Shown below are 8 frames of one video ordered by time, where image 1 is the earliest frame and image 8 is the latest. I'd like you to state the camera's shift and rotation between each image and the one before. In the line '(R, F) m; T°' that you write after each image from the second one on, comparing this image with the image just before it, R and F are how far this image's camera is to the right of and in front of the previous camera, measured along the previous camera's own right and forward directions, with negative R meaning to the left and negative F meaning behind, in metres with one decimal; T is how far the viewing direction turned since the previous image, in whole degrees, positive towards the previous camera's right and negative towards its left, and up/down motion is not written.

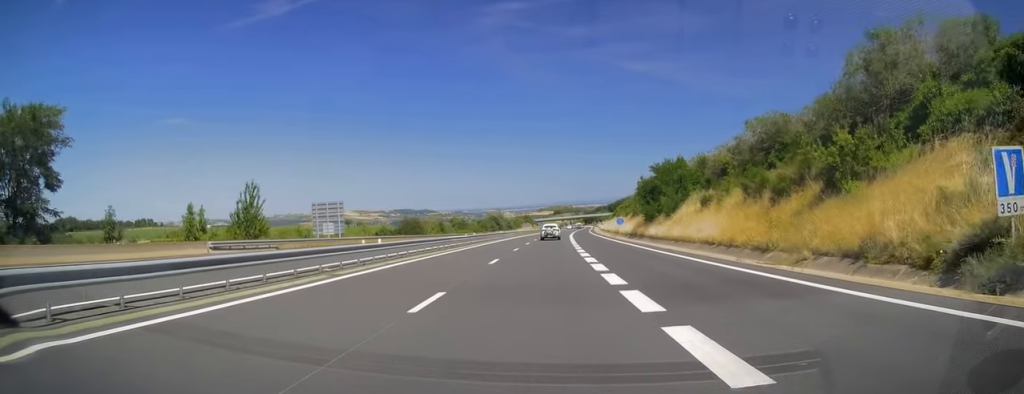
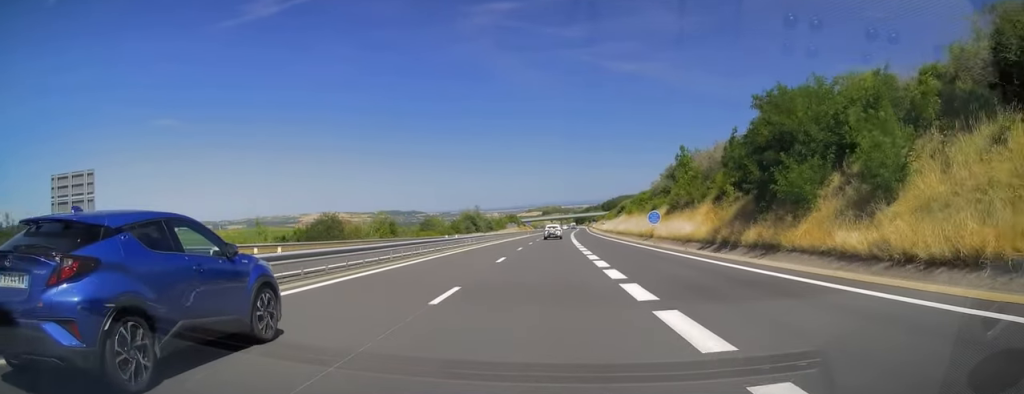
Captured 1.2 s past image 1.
(+0.3, +38.0) m; +1°
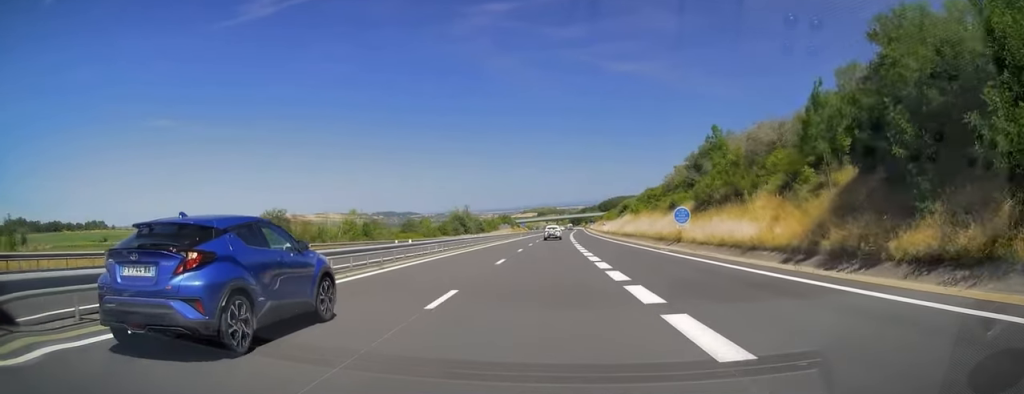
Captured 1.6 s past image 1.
(0.0, +13.6) m; 0°
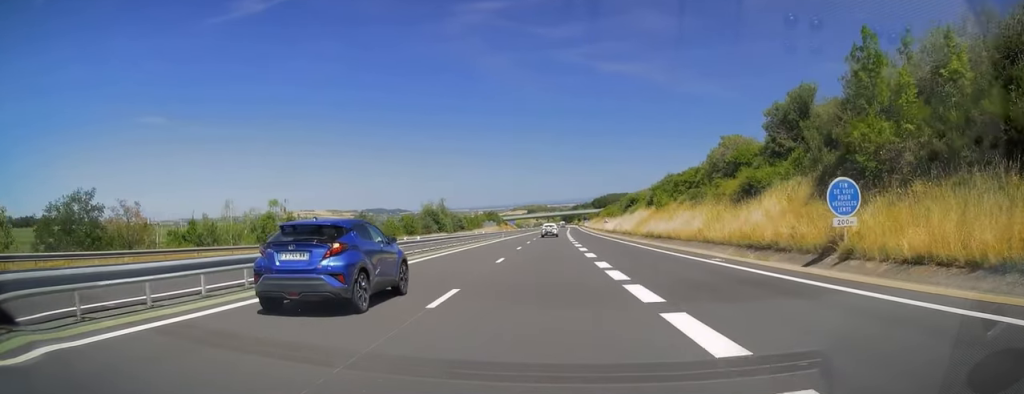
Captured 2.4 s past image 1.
(+0.2, +26.1) m; +1°
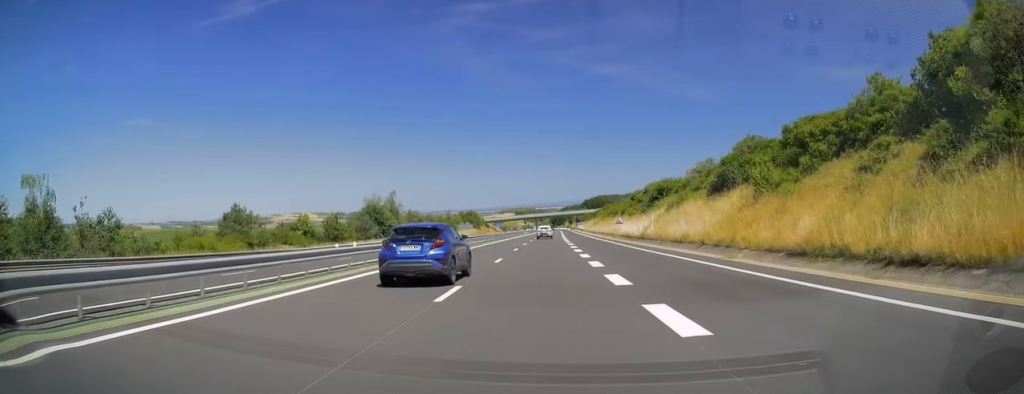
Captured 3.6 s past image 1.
(+0.5, +38.0) m; +1°
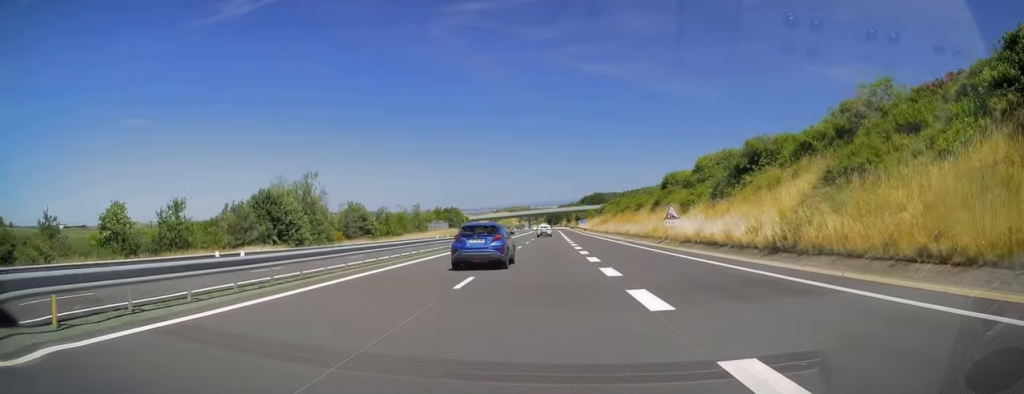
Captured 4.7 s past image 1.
(+0.2, +36.8) m; +1°
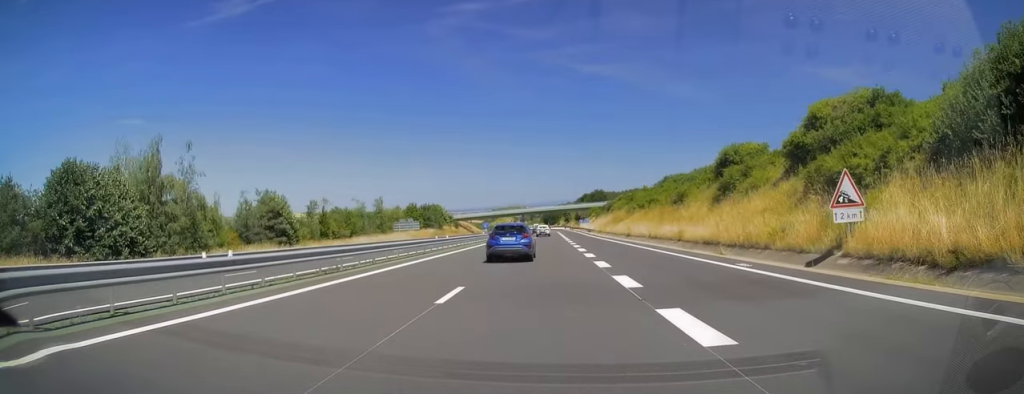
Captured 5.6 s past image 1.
(+0.3, +28.7) m; 0°
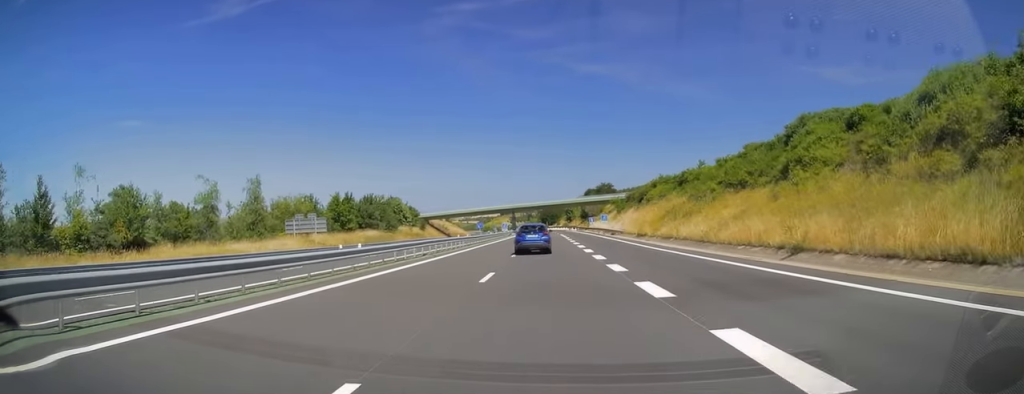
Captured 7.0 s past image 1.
(-0.4, +47.7) m; -1°
